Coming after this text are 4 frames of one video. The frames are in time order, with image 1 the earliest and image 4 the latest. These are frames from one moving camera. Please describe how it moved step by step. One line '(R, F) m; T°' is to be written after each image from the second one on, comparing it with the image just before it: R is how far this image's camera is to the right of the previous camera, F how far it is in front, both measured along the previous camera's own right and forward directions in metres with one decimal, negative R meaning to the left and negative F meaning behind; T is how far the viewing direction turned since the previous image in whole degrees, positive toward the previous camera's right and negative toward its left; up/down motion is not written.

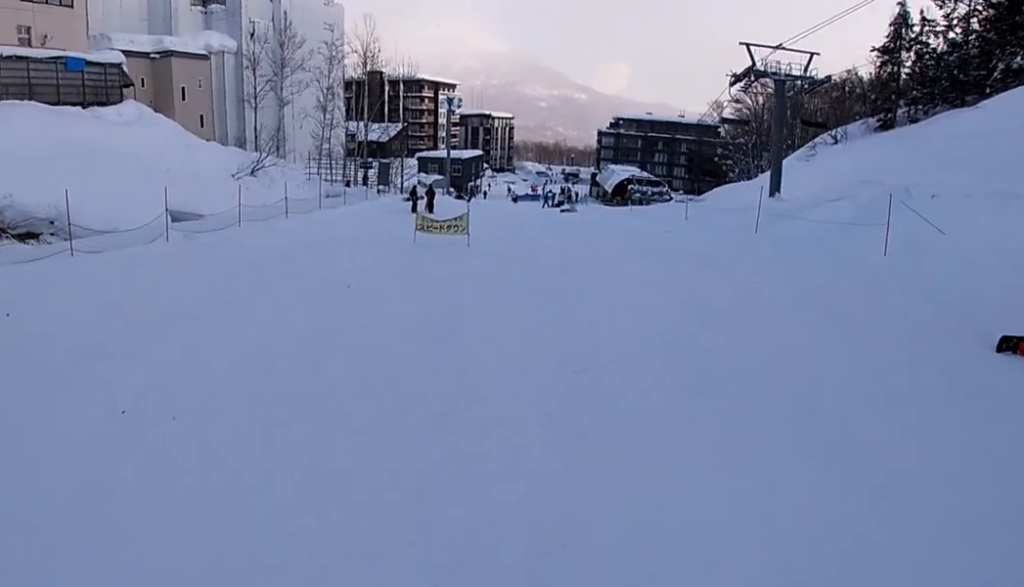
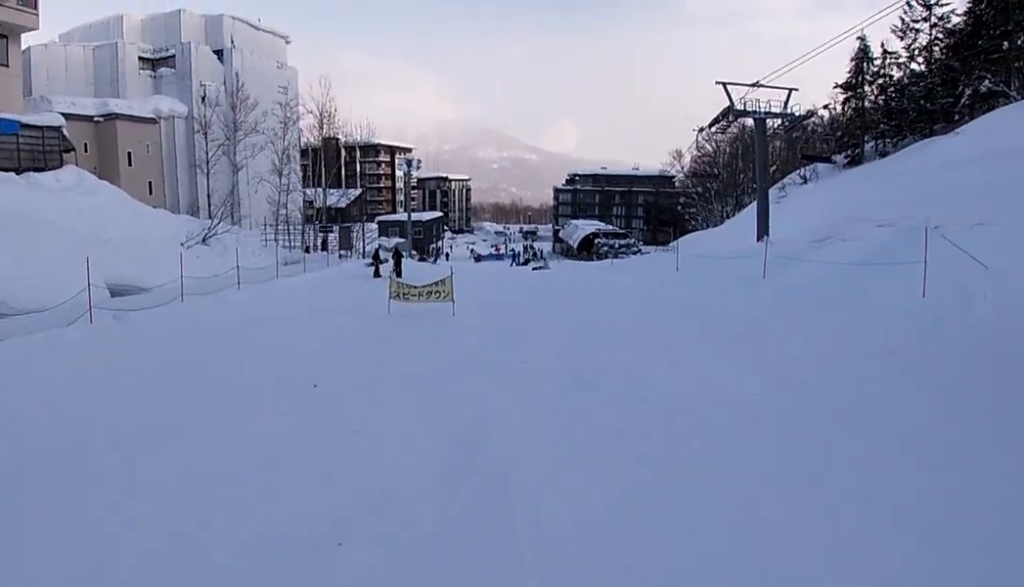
(+0.2, +3.6) m; +4°
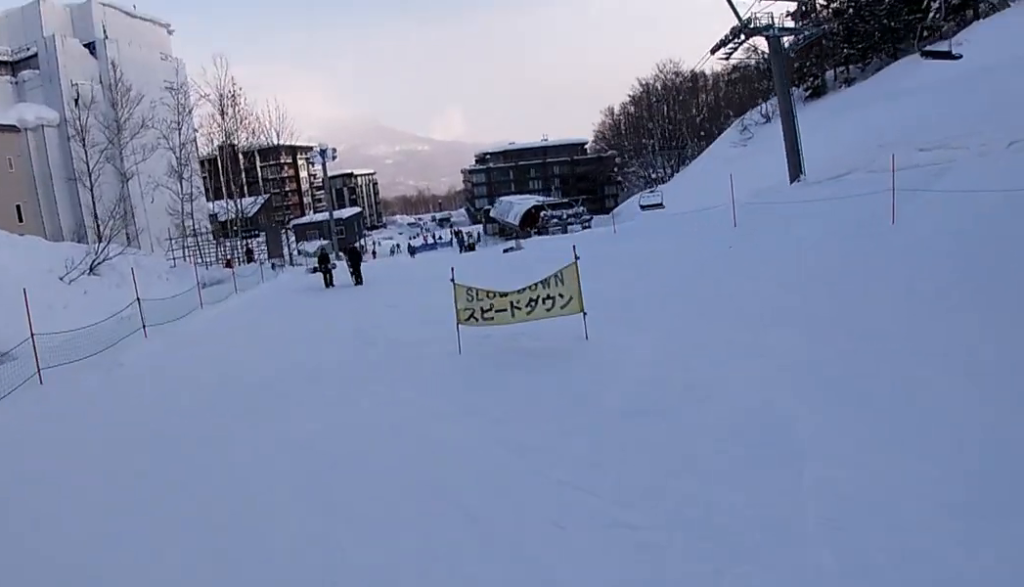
(0.0, +9.6) m; +2°
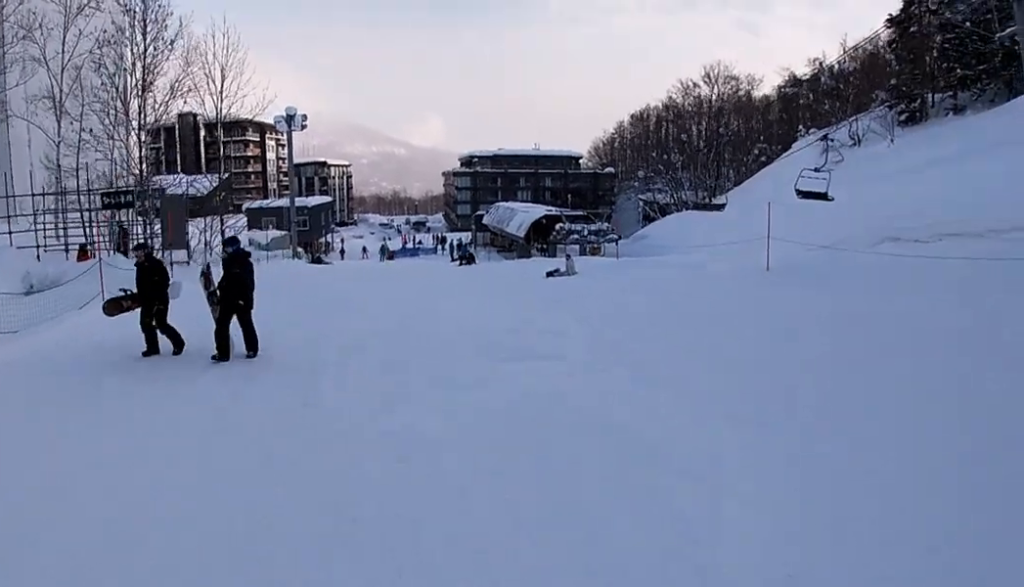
(+1.3, +14.8) m; +7°
